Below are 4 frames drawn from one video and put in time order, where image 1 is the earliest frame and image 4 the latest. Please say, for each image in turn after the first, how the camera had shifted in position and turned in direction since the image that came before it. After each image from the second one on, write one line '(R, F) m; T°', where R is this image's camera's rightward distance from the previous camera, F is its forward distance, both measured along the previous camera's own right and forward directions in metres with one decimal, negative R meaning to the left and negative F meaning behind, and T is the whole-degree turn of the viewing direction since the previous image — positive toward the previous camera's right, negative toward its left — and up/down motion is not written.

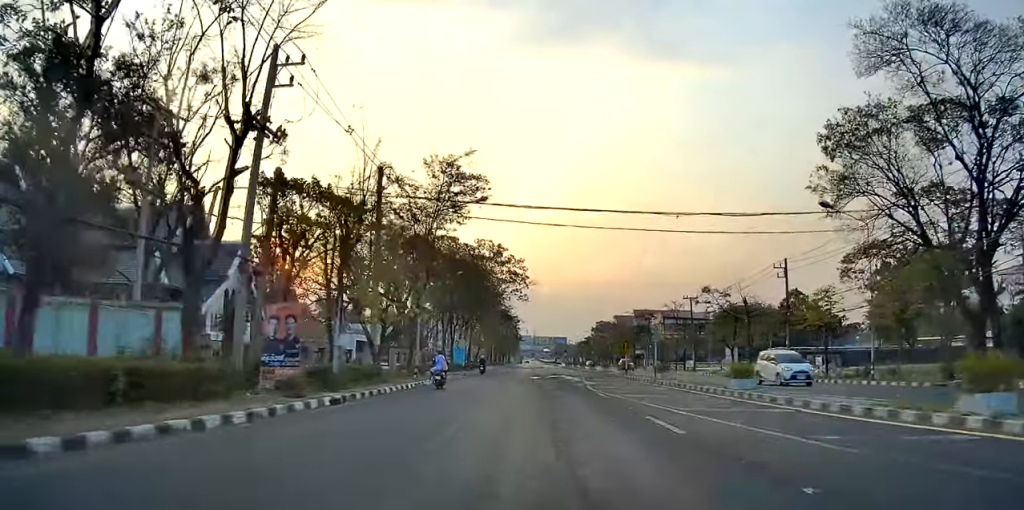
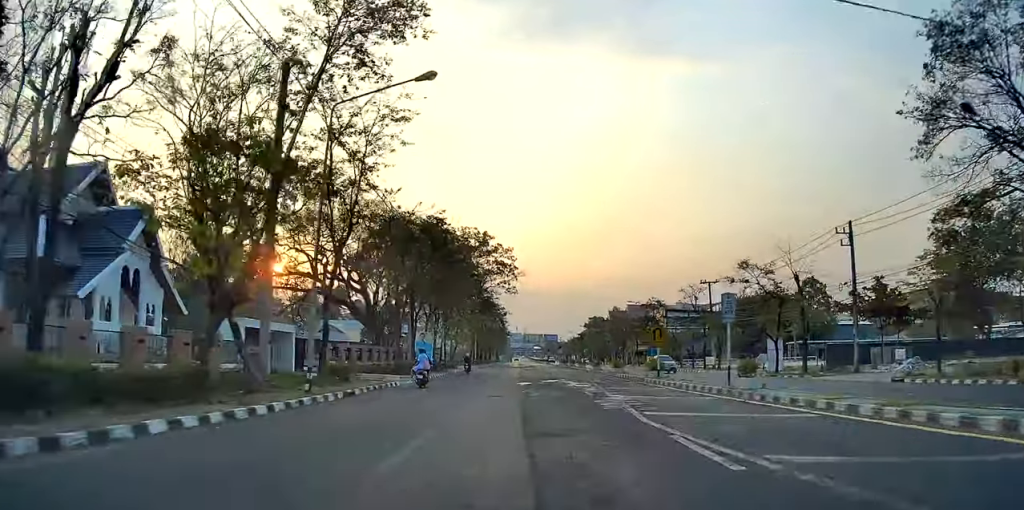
(+0.3, +14.2) m; +4°
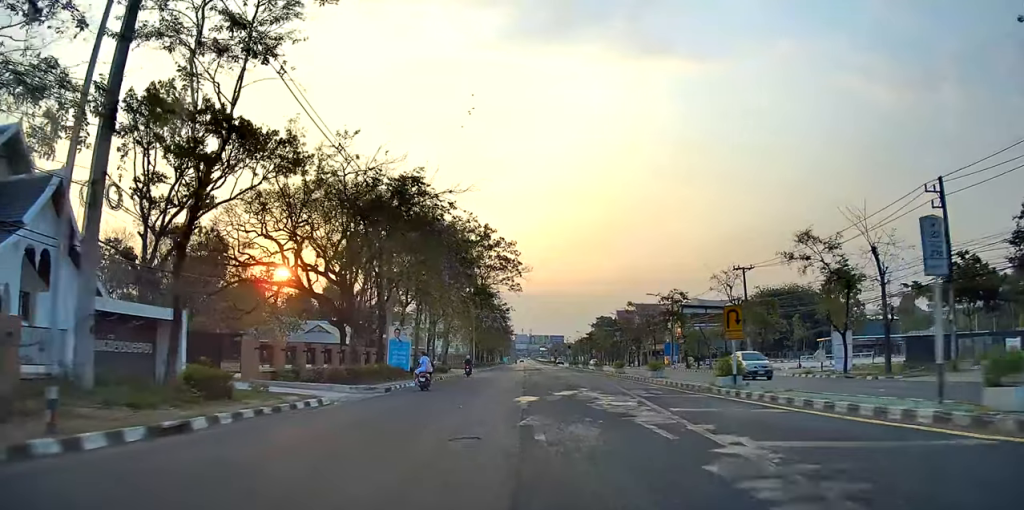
(+0.5, +10.7) m; +1°
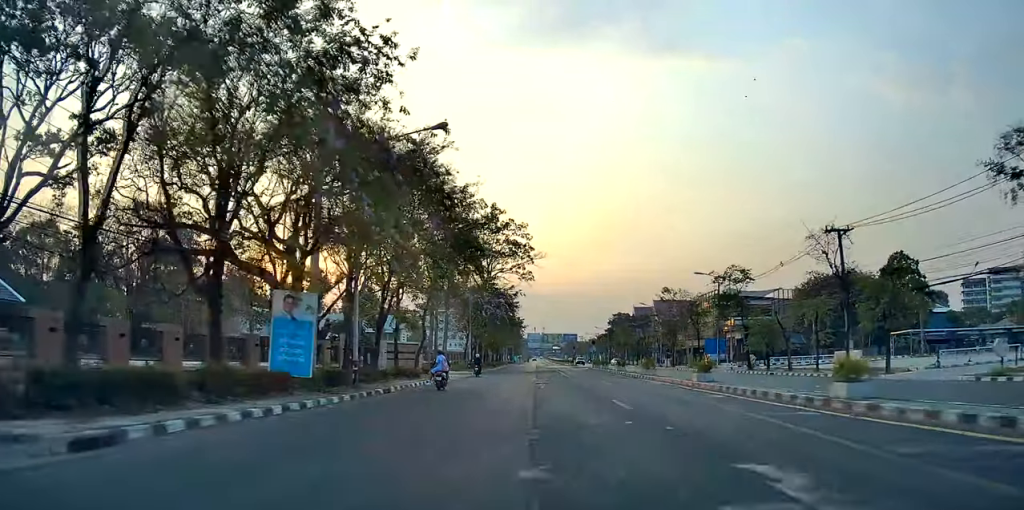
(-0.6, +18.9) m; -1°
